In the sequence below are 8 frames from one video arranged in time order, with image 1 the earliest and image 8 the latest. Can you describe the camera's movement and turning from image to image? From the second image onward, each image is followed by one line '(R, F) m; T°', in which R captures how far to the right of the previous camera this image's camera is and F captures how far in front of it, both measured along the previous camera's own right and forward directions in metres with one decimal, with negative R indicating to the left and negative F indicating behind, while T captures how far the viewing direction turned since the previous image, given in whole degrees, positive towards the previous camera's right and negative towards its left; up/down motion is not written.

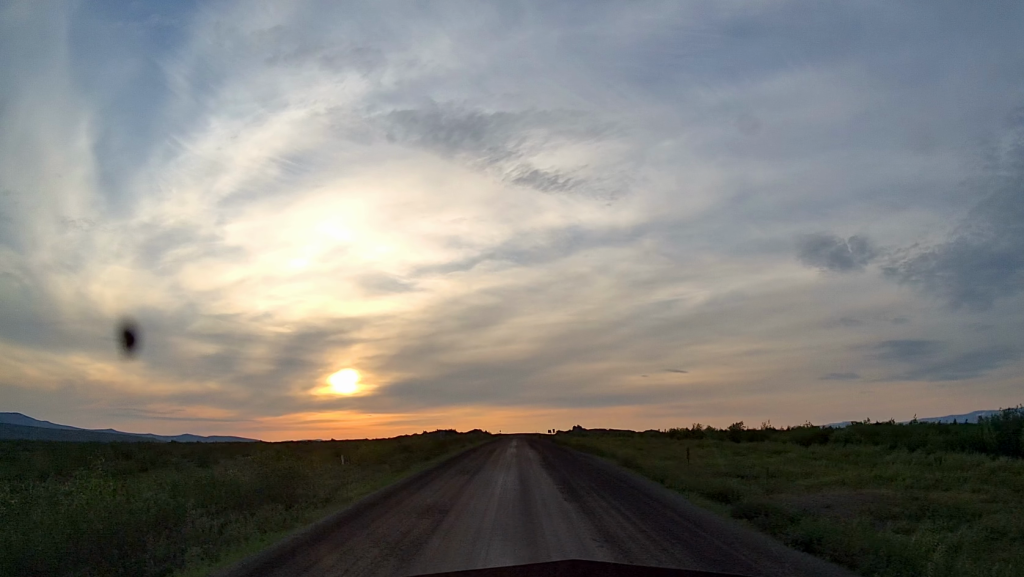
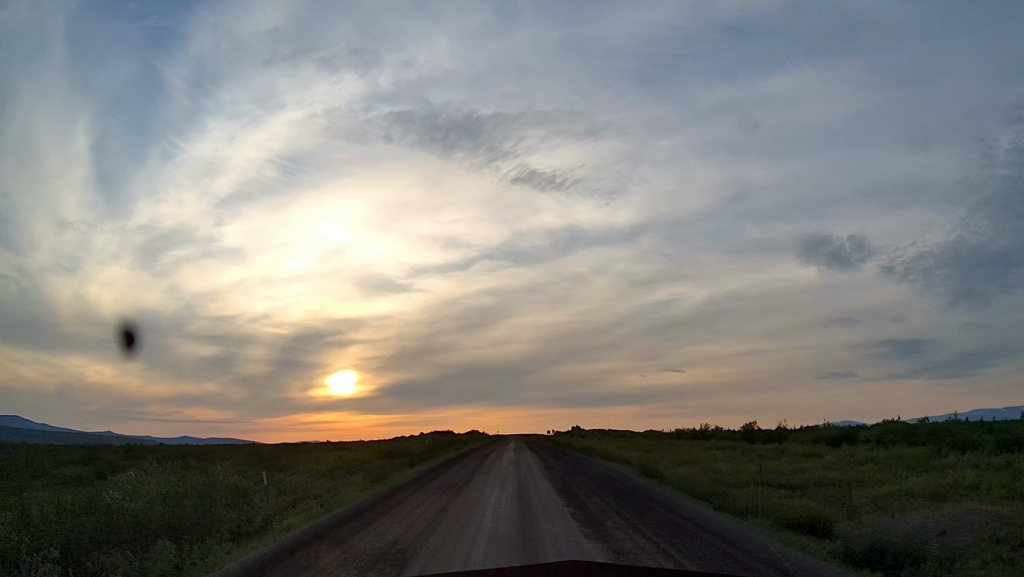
(+0.1, +7.2) m; -1°
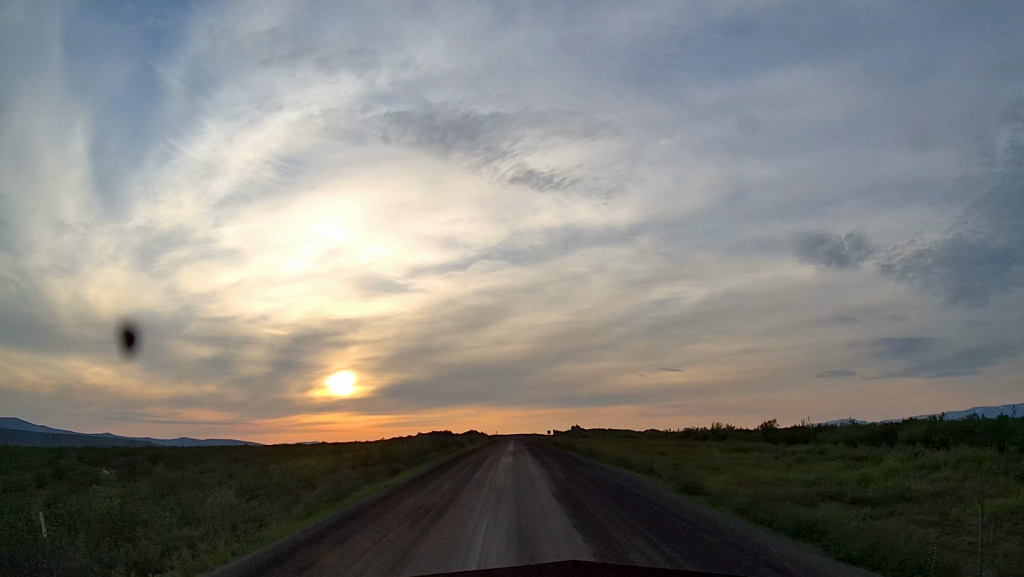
(-0.4, +8.3) m; 0°
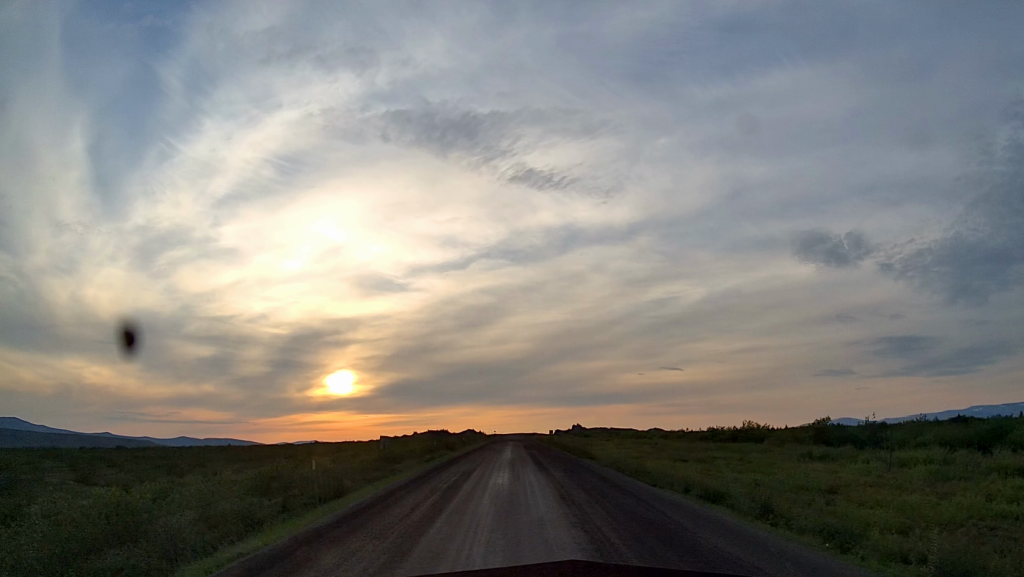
(+0.4, +17.3) m; +2°
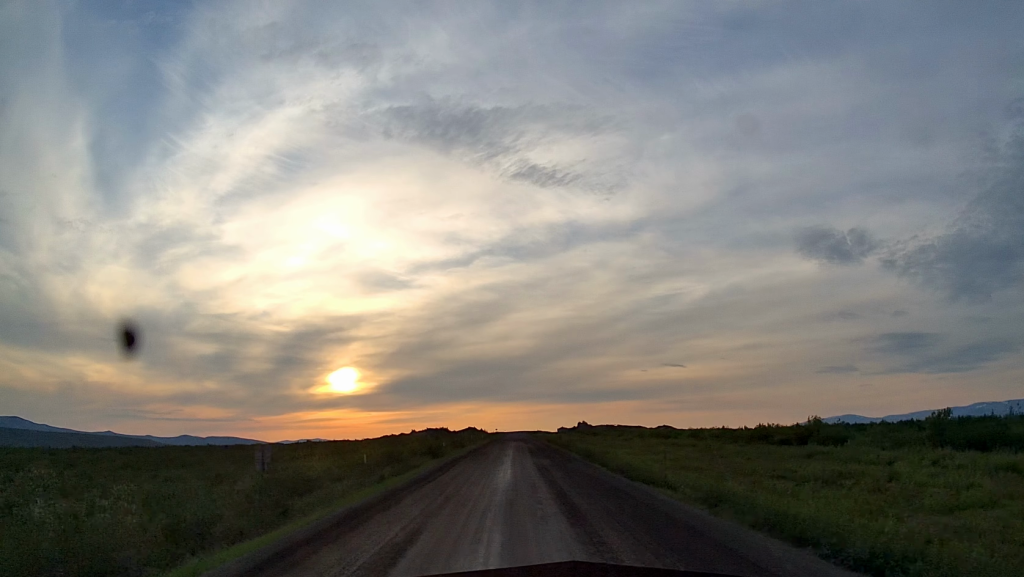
(+0.3, +23.4) m; +2°
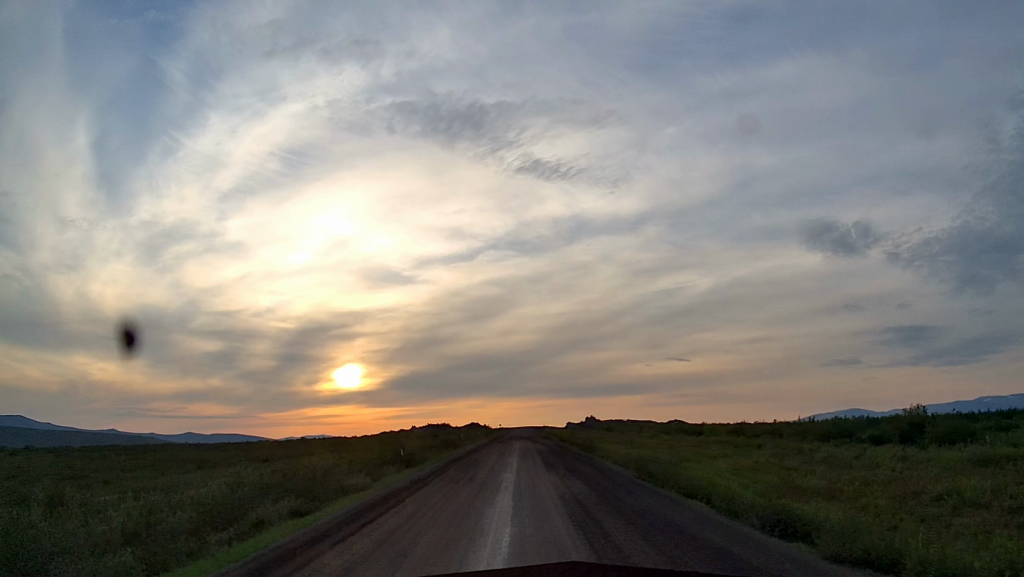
(+0.1, +22.4) m; -1°
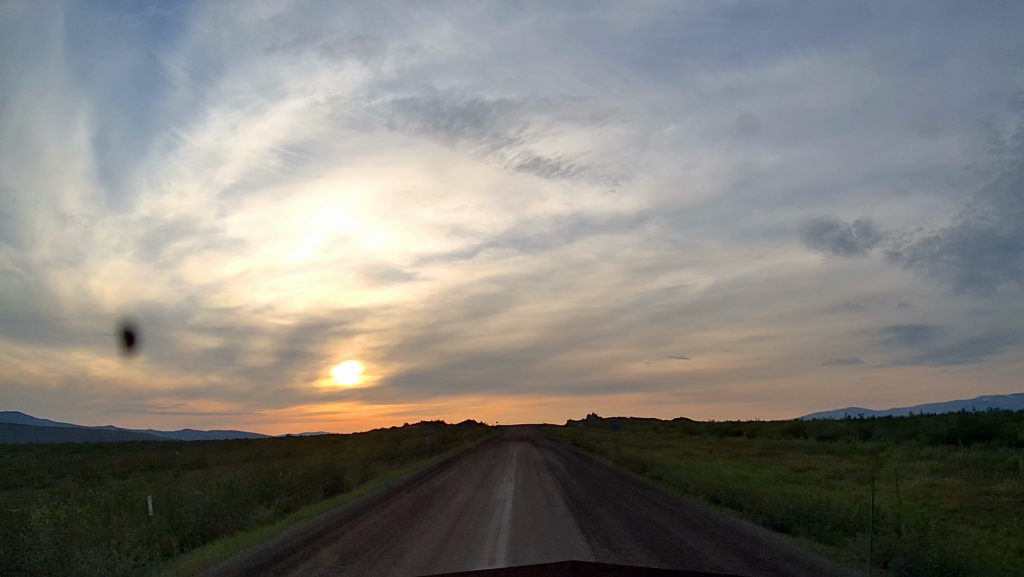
(-0.2, +23.3) m; -1°
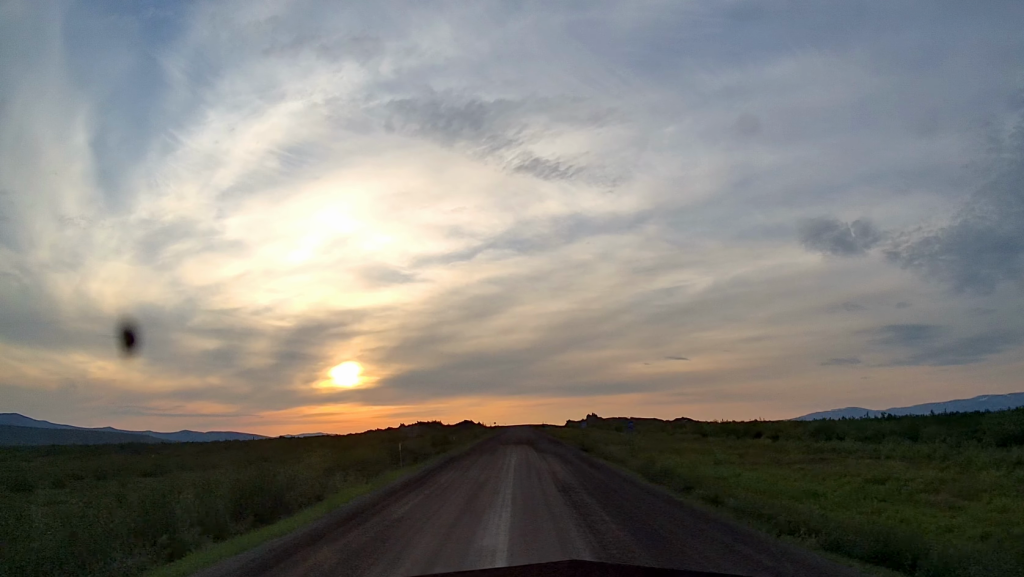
(-0.1, +9.0) m; 0°
